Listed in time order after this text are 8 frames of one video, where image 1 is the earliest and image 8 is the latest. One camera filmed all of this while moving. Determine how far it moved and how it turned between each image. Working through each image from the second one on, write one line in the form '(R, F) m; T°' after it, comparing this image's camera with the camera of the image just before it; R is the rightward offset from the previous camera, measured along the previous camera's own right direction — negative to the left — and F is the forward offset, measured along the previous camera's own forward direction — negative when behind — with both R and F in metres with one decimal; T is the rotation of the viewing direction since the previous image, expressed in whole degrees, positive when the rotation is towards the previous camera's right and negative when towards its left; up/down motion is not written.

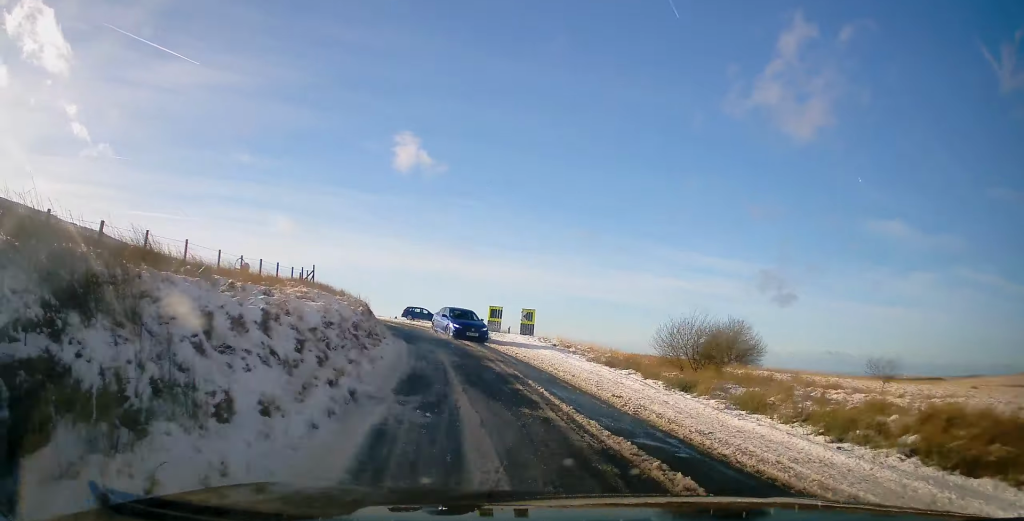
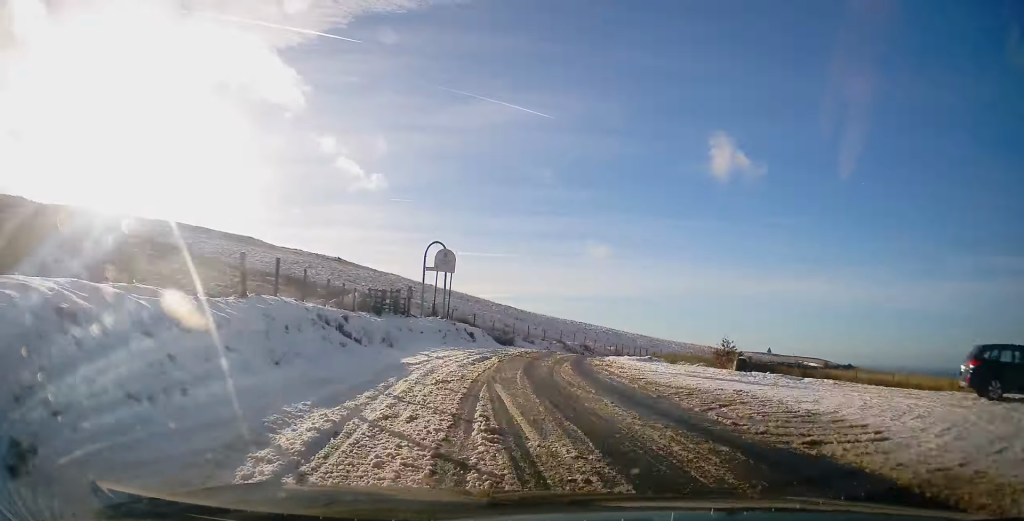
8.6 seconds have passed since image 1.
(-7.7, +53.2) m; -6°
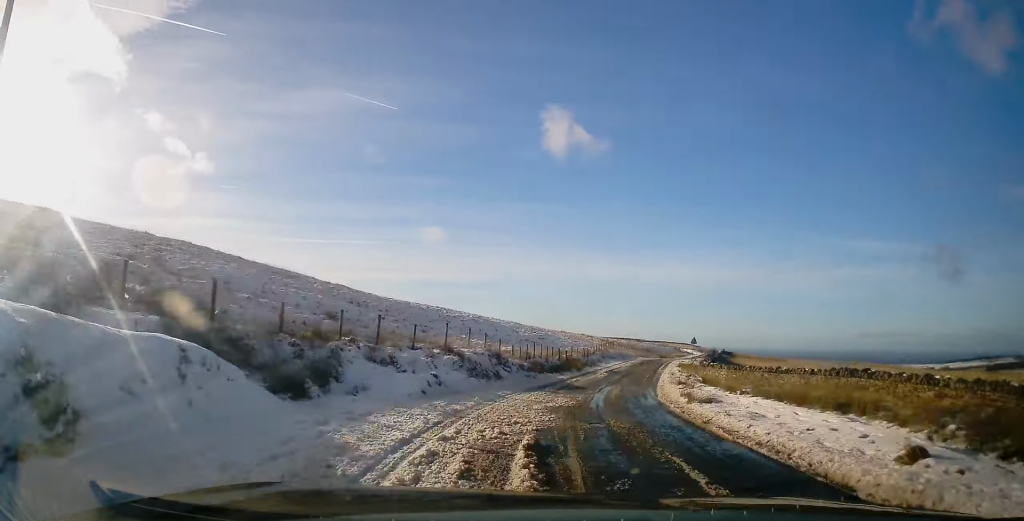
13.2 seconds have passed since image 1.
(+0.6, +30.5) m; +10°
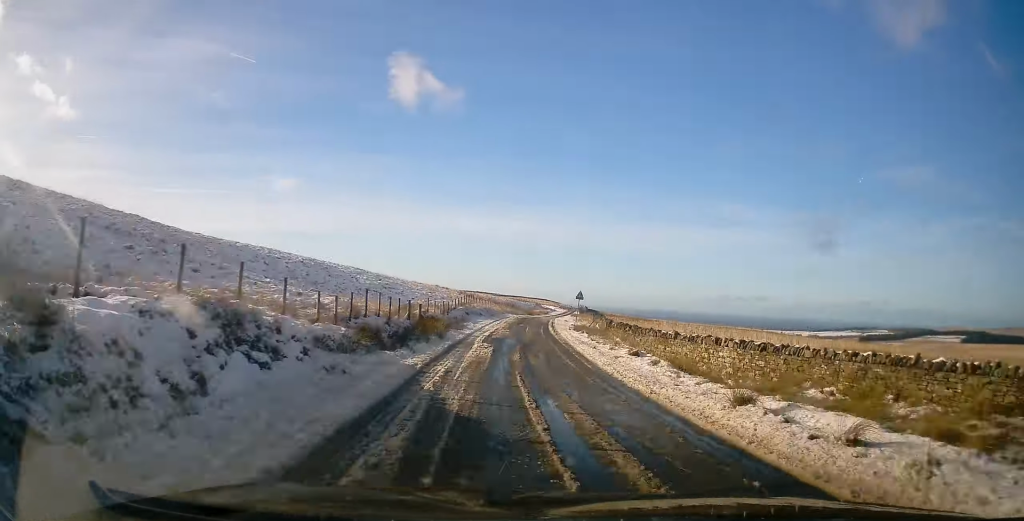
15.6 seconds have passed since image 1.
(+2.4, +17.2) m; +4°
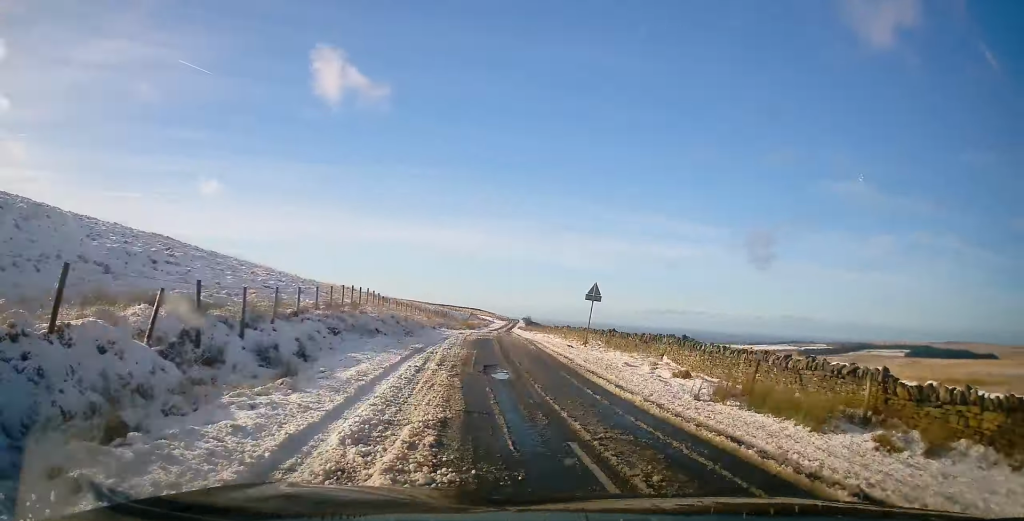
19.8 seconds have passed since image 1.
(+2.7, +30.8) m; +7°
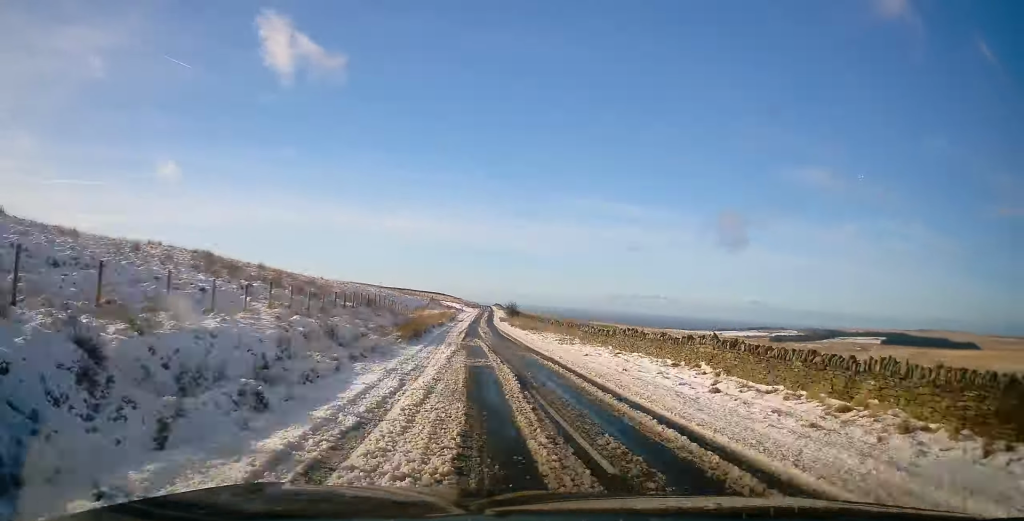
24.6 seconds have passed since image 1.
(+1.2, +37.3) m; +3°
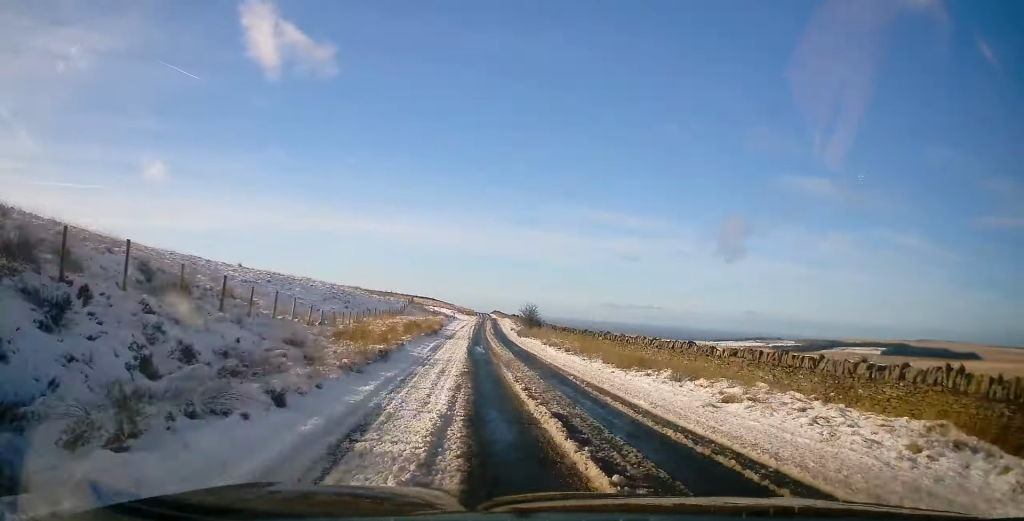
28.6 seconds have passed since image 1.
(+0.6, +31.9) m; +2°
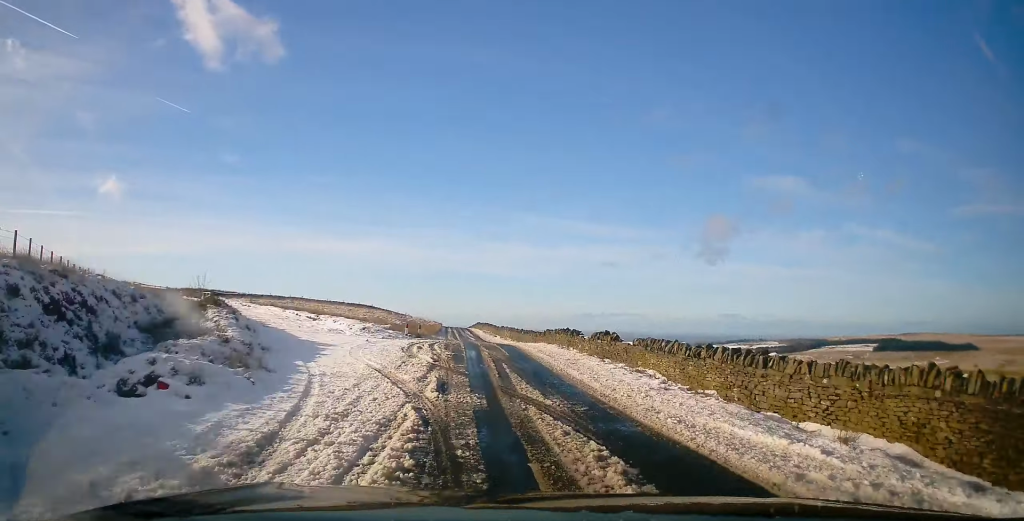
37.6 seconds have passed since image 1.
(+2.0, +73.3) m; +1°
